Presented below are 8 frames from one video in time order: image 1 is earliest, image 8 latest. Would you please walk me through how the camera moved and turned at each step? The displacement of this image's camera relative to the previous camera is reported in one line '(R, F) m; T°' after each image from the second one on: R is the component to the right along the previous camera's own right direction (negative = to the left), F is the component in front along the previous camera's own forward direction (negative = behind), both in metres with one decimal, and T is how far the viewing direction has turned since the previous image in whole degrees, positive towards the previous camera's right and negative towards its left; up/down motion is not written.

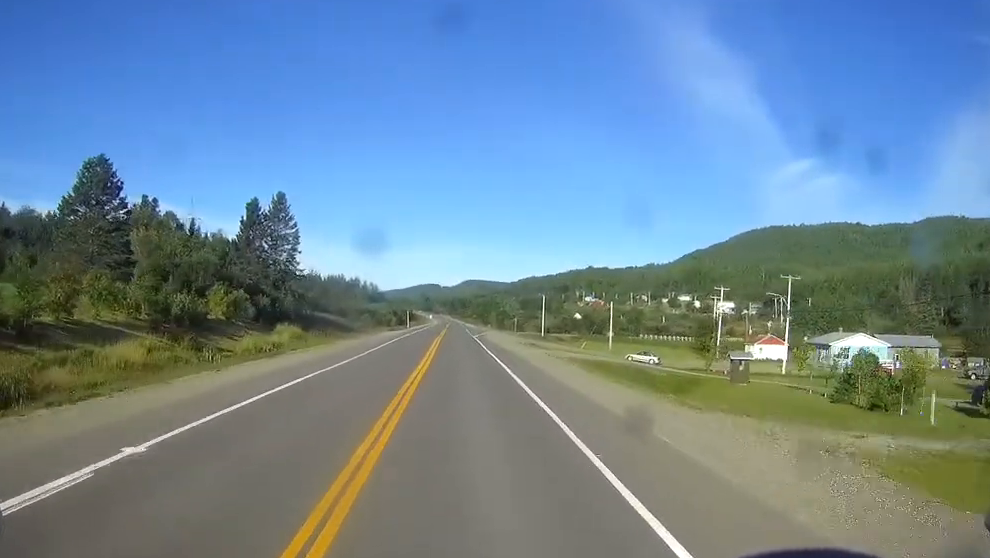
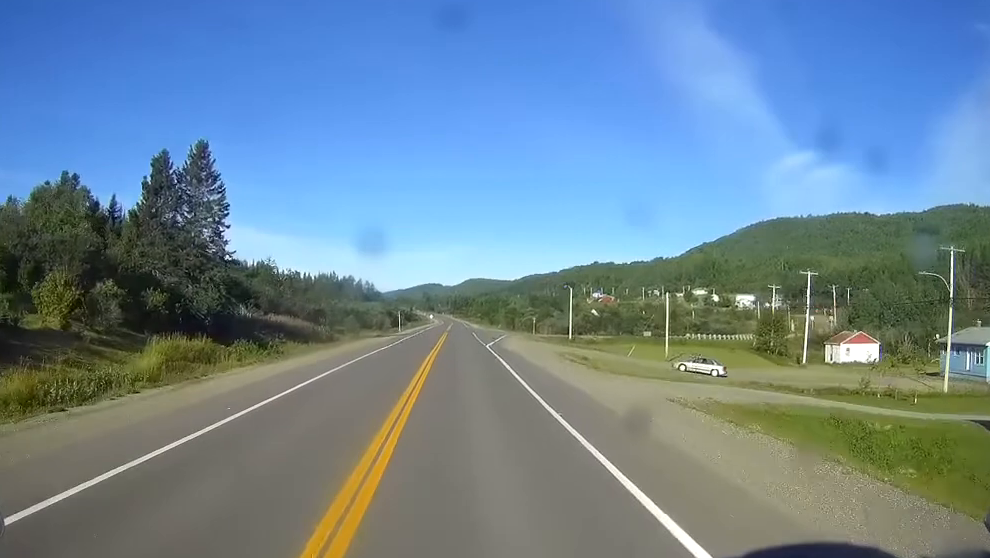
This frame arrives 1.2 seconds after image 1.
(-0.1, +34.3) m; 0°
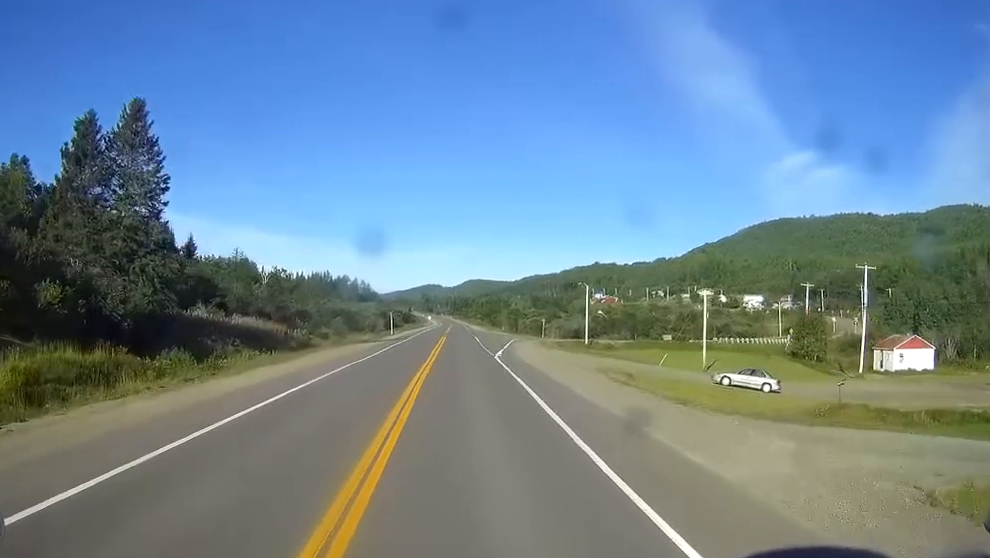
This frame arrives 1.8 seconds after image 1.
(0.0, +15.7) m; 0°
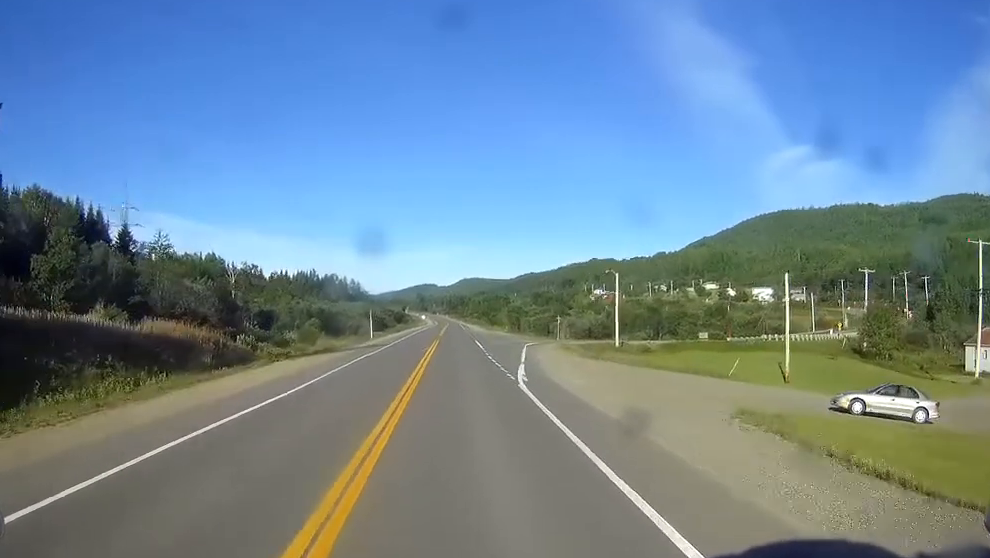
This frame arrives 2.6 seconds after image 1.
(+0.1, +23.1) m; 0°
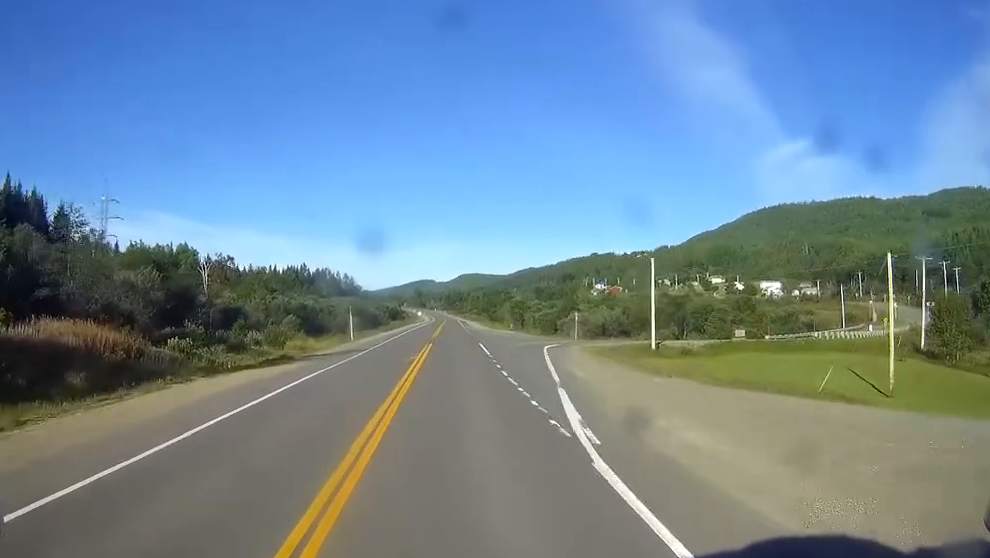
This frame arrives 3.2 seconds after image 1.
(-0.1, +16.6) m; 0°
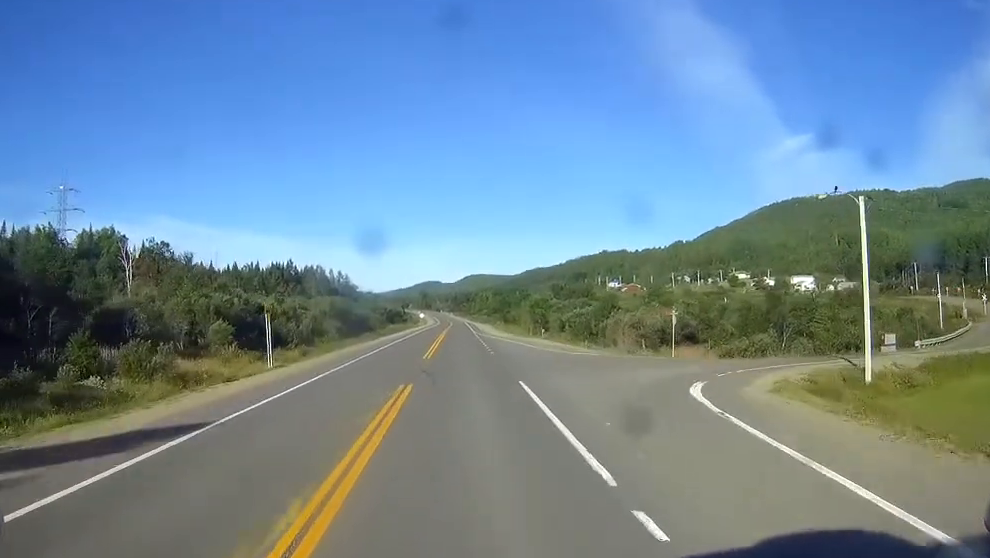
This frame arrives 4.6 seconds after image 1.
(+0.1, +37.0) m; 0°
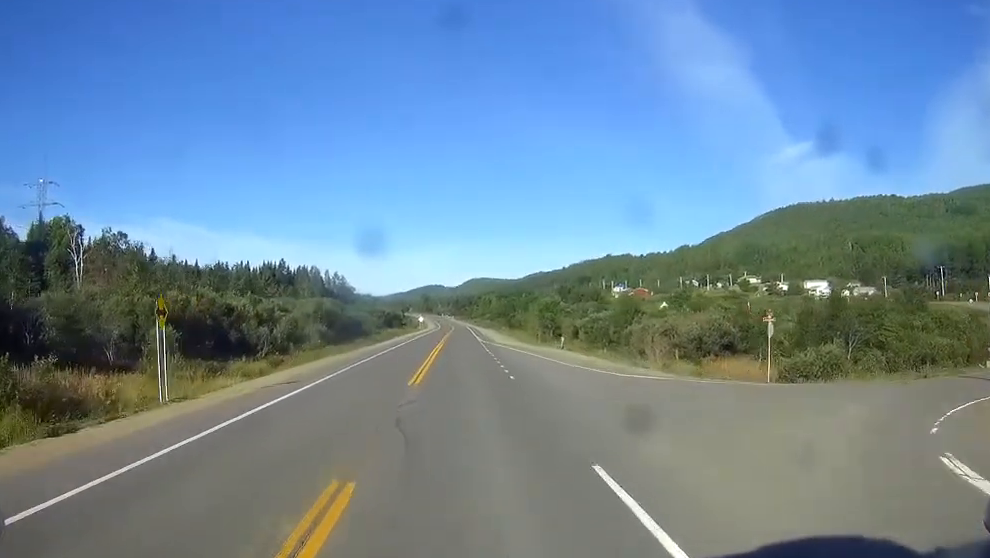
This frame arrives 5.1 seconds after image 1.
(-0.2, +15.7) m; 0°
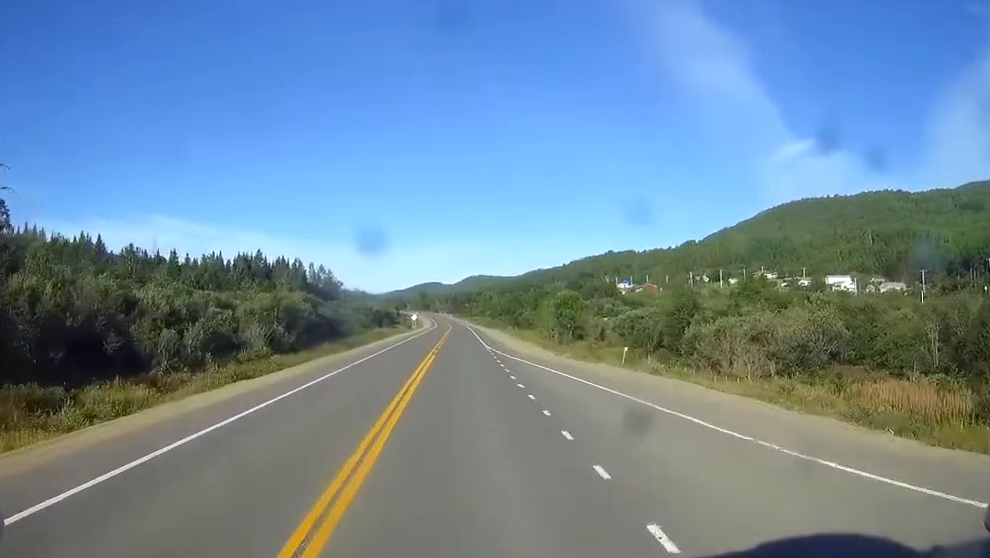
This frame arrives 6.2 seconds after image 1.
(0.0, +28.7) m; 0°
